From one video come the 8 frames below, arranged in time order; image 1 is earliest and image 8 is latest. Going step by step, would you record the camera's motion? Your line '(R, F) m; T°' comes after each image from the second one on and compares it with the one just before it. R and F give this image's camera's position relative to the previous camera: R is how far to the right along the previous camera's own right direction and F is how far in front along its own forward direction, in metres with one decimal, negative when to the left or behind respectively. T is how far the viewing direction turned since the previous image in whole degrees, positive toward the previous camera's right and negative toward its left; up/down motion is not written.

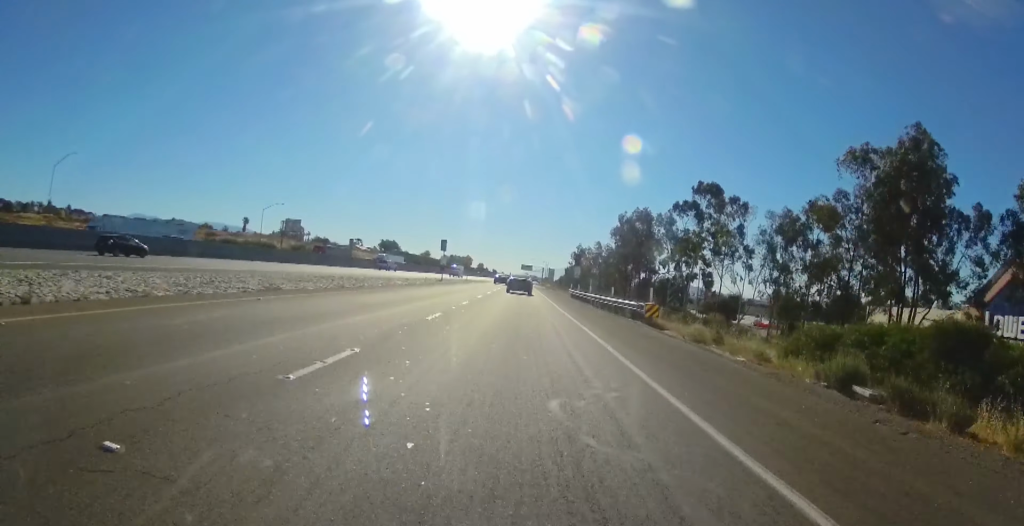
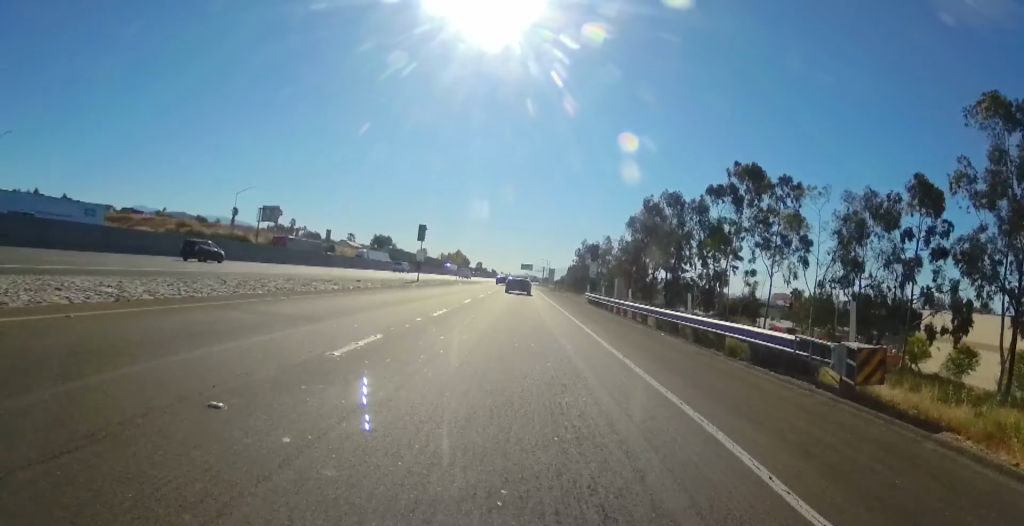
(+0.1, +13.9) m; -1°
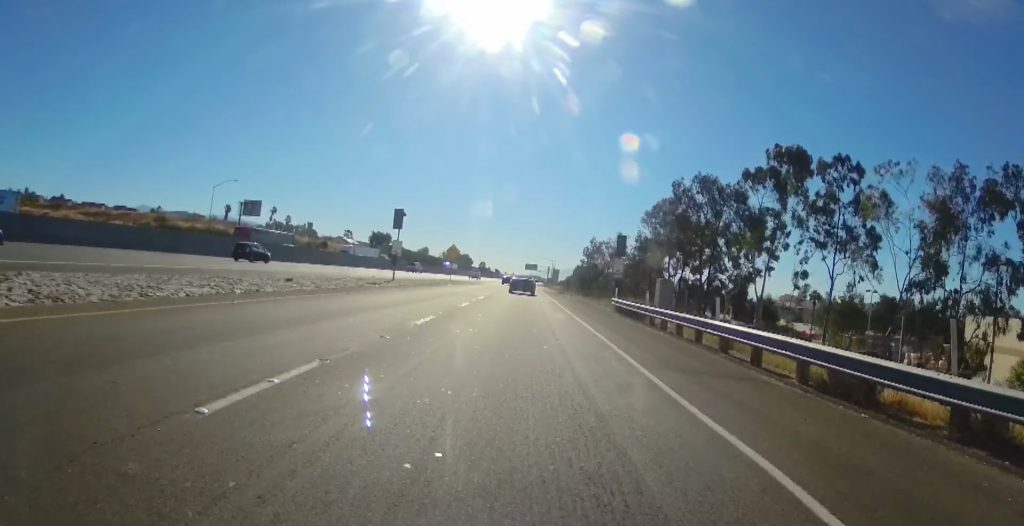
(+0.3, +10.2) m; -1°
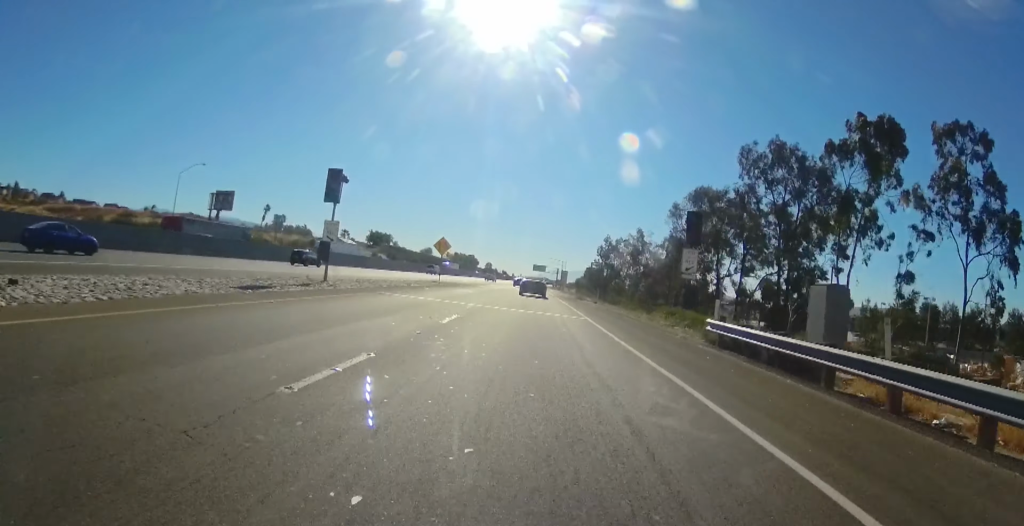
(-0.4, +14.2) m; -1°
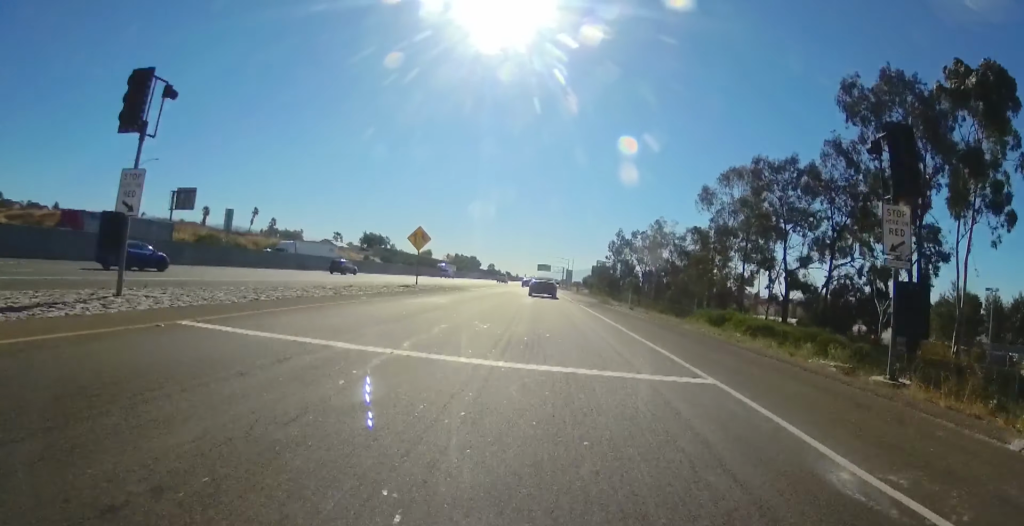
(-0.3, +12.8) m; -1°
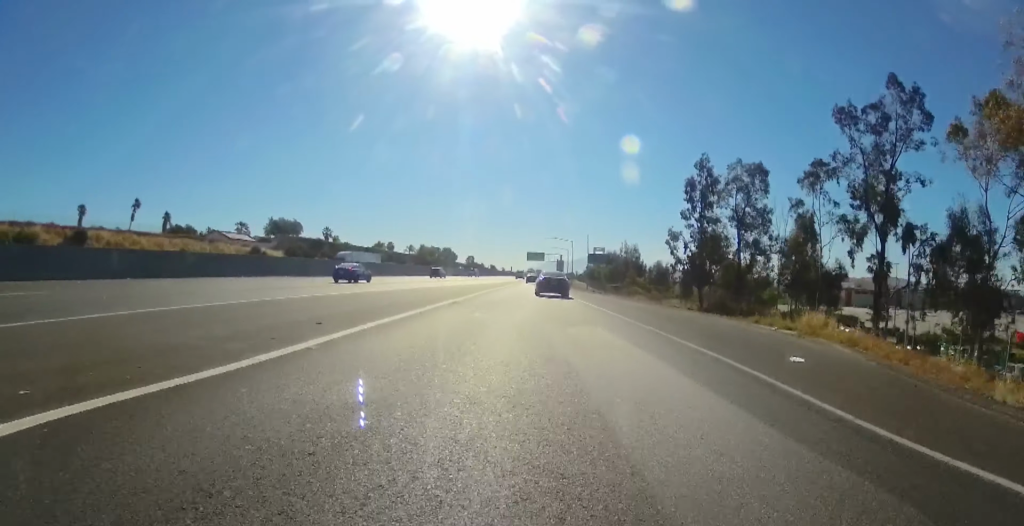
(+1.3, +66.5) m; +2°
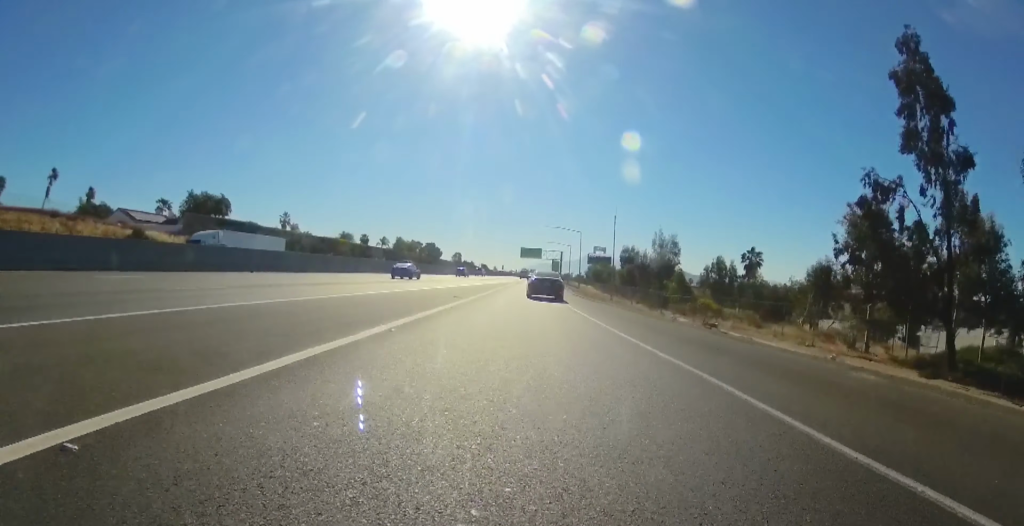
(-0.1, +34.6) m; +1°
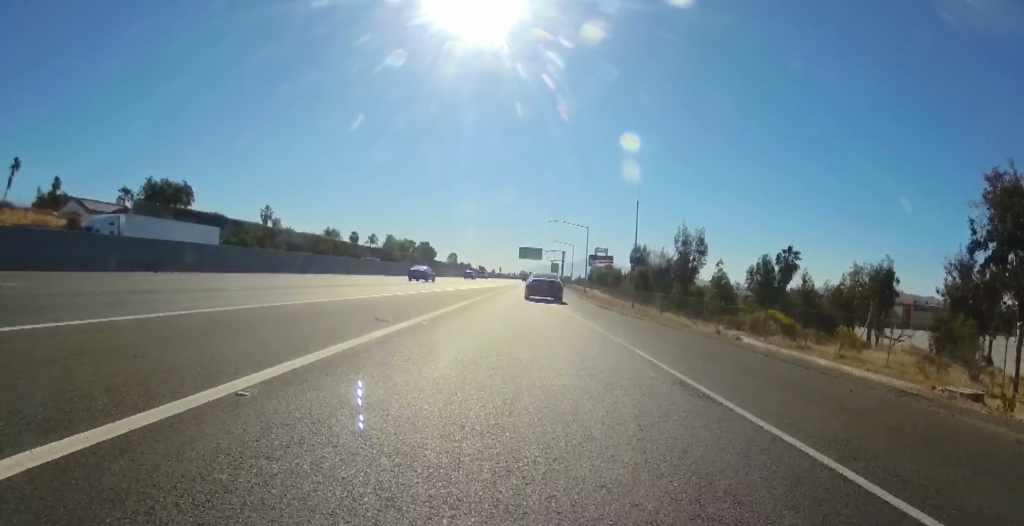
(0.0, +13.0) m; +1°
